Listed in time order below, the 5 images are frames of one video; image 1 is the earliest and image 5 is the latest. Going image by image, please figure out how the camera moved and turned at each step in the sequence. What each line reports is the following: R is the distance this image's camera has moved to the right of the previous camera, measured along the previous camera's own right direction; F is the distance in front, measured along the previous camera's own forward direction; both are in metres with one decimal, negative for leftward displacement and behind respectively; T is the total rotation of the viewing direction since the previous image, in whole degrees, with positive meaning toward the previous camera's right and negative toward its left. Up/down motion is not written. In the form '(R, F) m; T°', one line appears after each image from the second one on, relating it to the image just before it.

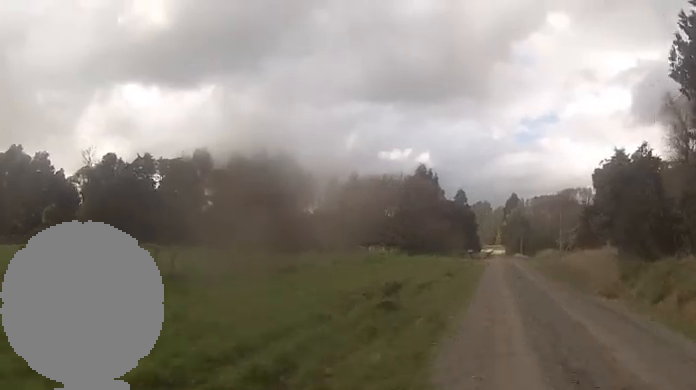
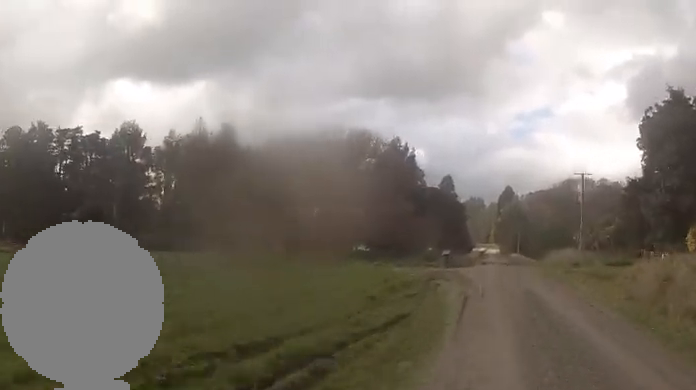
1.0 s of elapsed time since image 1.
(+1.6, +24.4) m; +1°
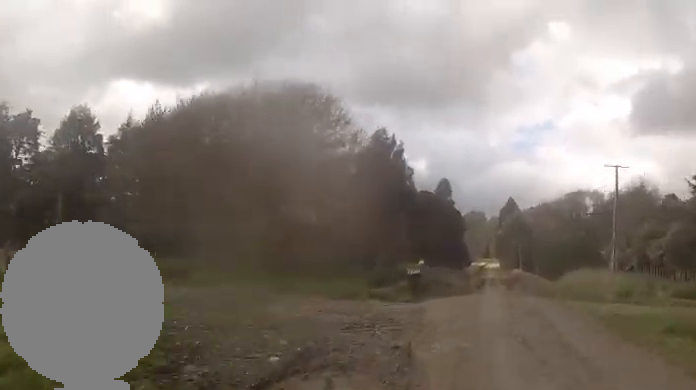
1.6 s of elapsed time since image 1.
(-0.7, +16.2) m; -2°
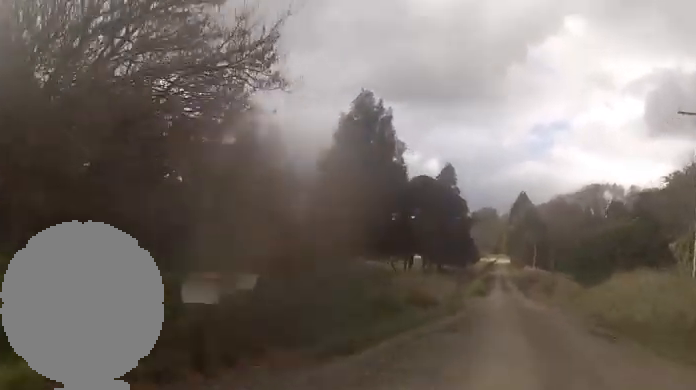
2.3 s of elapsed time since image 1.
(-0.2, +17.1) m; -1°
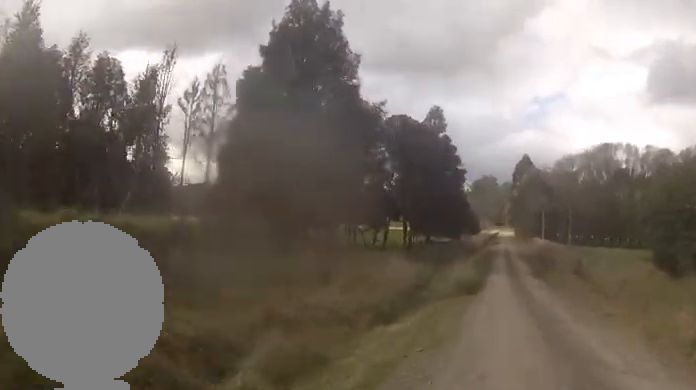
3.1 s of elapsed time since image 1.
(0.0, +20.5) m; -1°
